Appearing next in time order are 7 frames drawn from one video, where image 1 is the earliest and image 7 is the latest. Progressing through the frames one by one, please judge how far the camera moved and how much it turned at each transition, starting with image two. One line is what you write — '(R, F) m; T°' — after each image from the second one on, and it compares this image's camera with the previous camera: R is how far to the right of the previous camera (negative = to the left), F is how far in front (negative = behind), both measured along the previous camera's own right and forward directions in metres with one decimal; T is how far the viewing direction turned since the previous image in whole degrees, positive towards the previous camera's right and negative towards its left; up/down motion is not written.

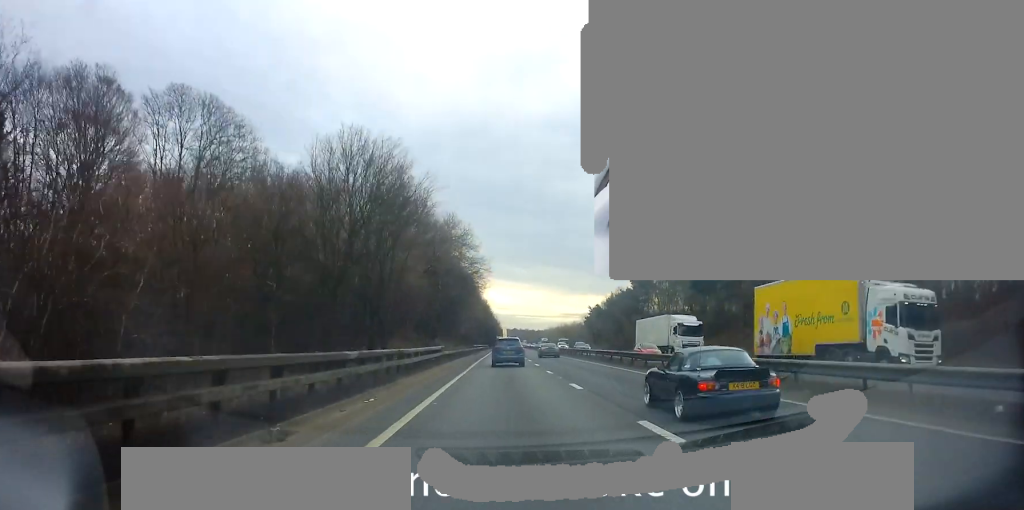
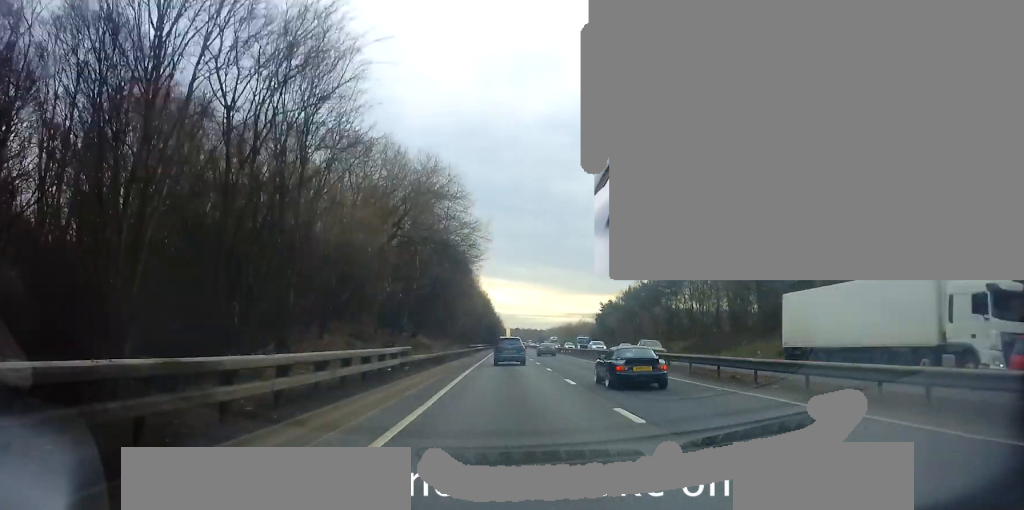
(+0.1, +16.5) m; 0°
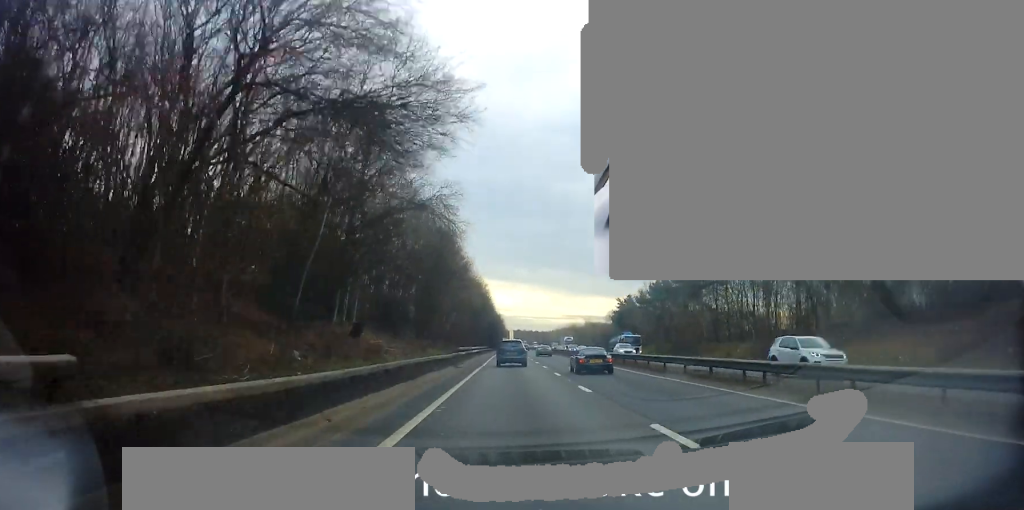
(-0.1, +21.3) m; 0°
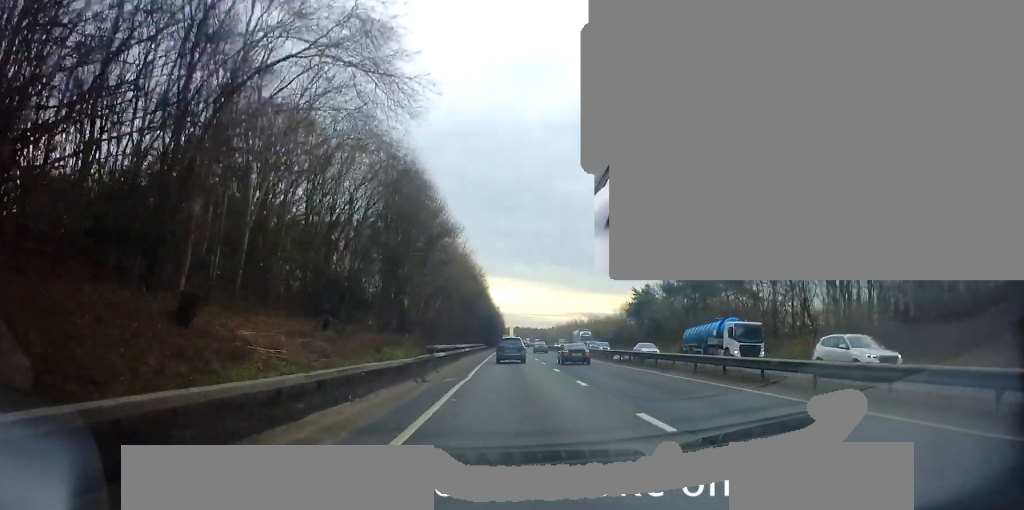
(+0.1, +17.5) m; 0°
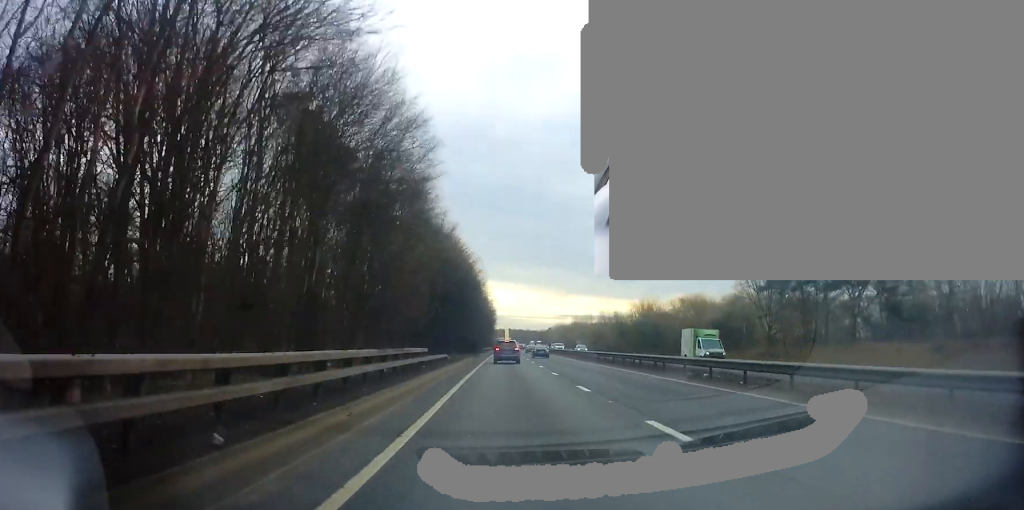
(+0.2, +65.9) m; +1°
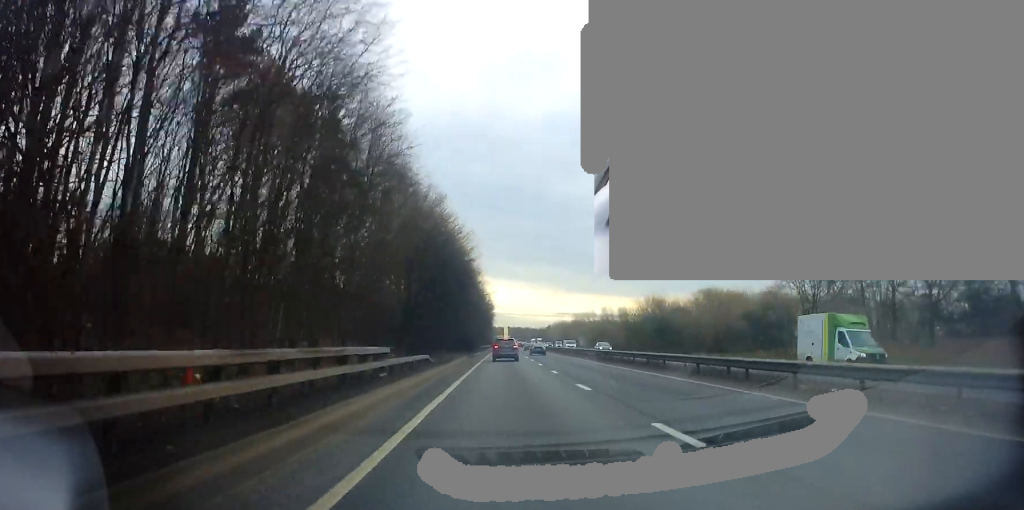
(0.0, +9.8) m; 0°
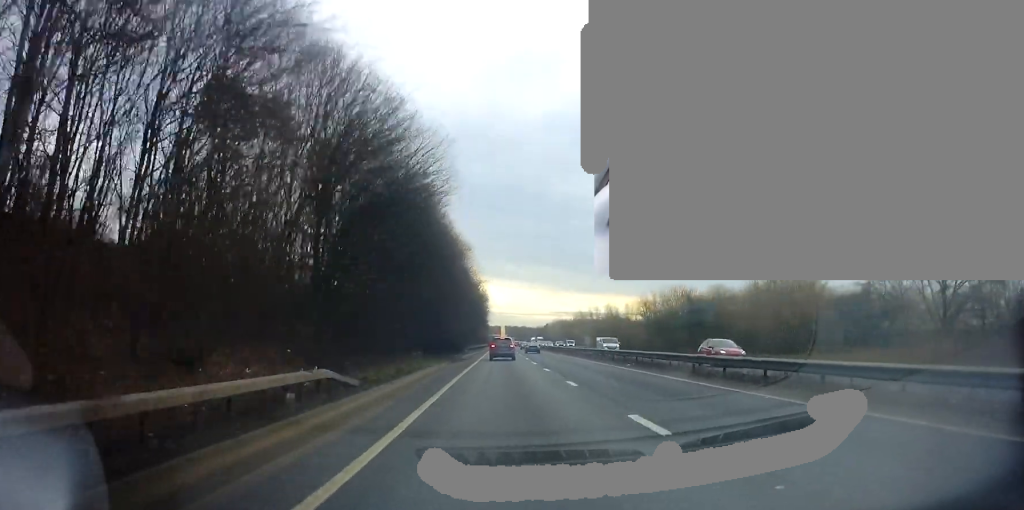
(+0.3, +17.5) m; +1°
